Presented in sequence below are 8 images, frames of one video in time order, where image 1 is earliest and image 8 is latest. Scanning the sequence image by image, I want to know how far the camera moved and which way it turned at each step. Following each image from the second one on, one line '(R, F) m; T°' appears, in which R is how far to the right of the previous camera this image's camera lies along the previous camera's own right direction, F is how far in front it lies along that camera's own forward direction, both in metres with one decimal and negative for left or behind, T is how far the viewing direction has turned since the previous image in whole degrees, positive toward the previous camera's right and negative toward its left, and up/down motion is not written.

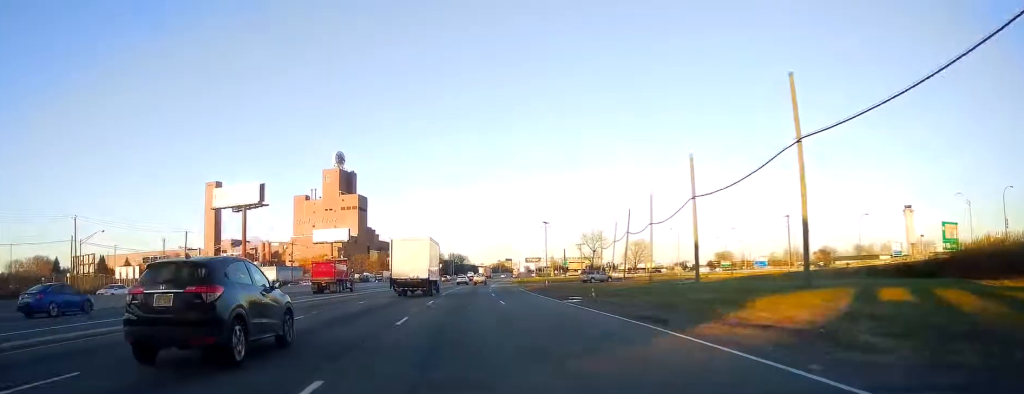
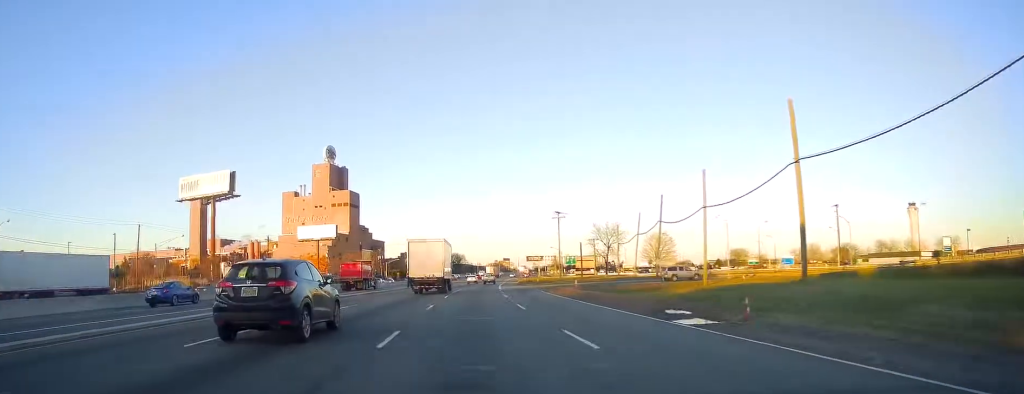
(+0.3, +18.2) m; +1°
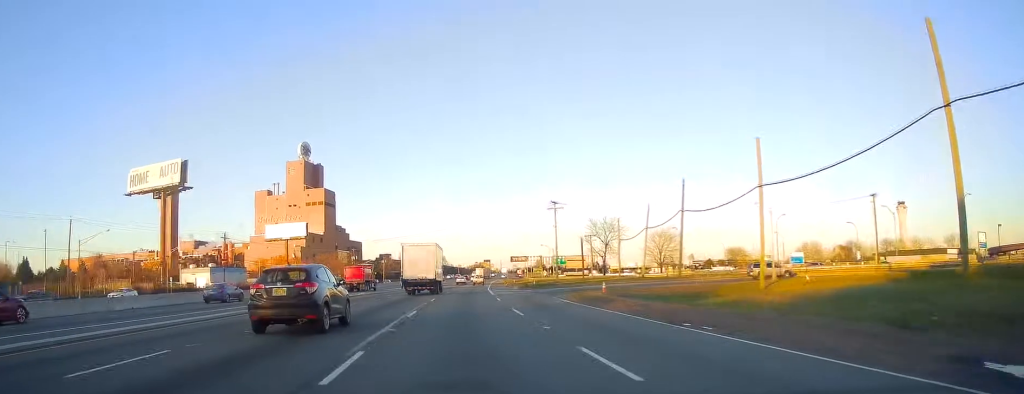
(-0.1, +15.6) m; +2°
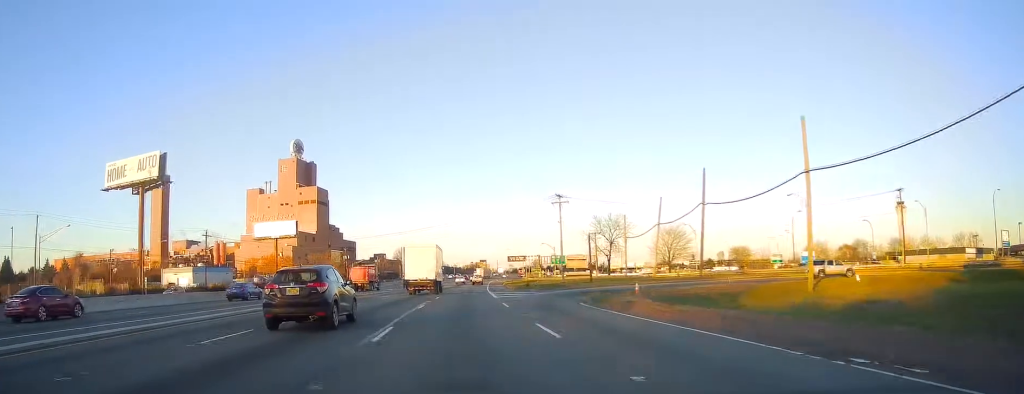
(+0.4, +7.7) m; +1°
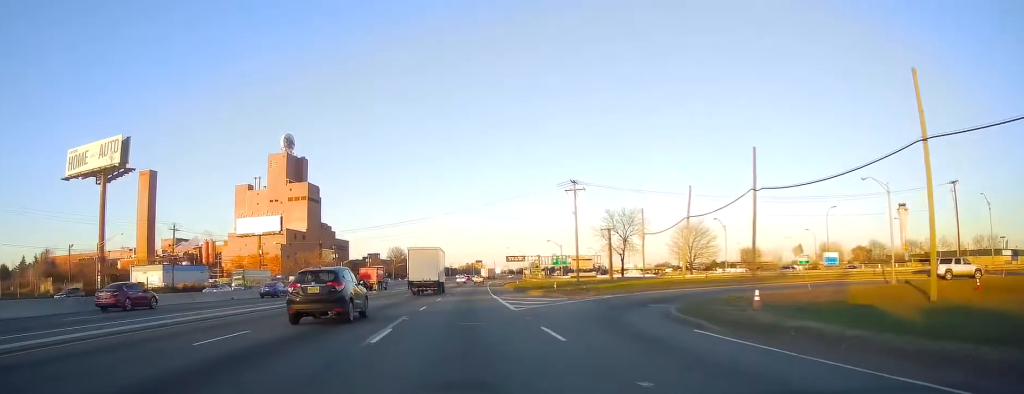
(+0.3, +12.3) m; +1°
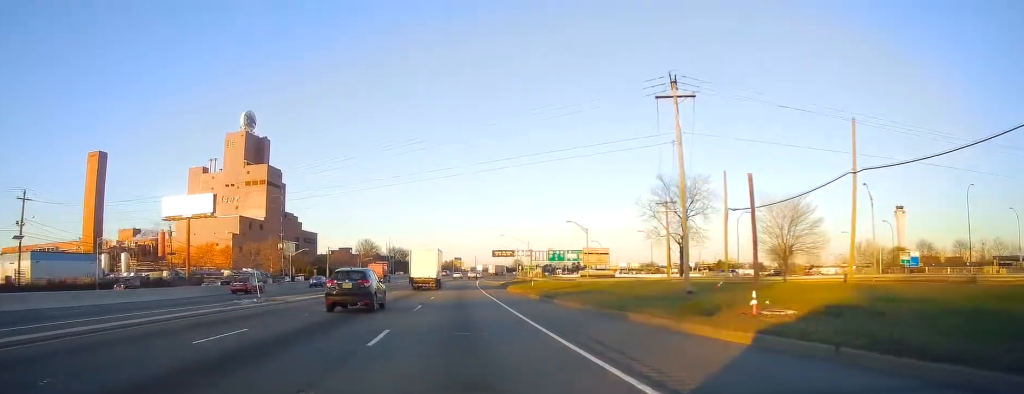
(-0.1, +35.5) m; 0°
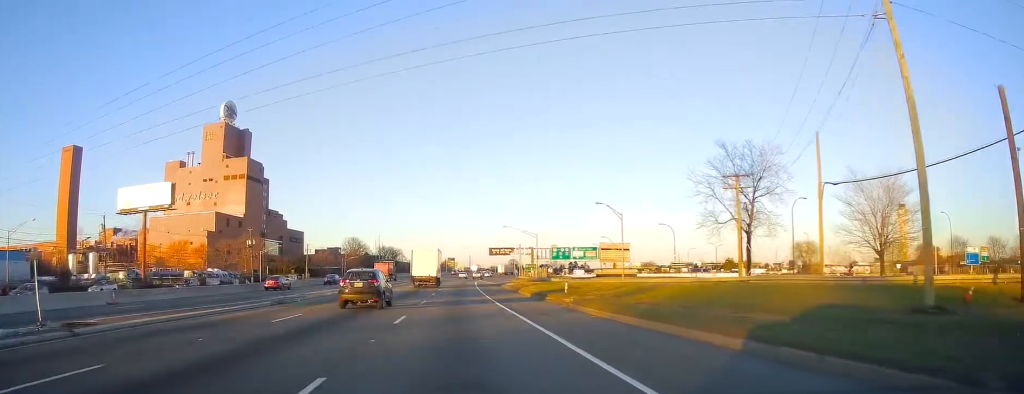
(0.0, +18.2) m; +1°
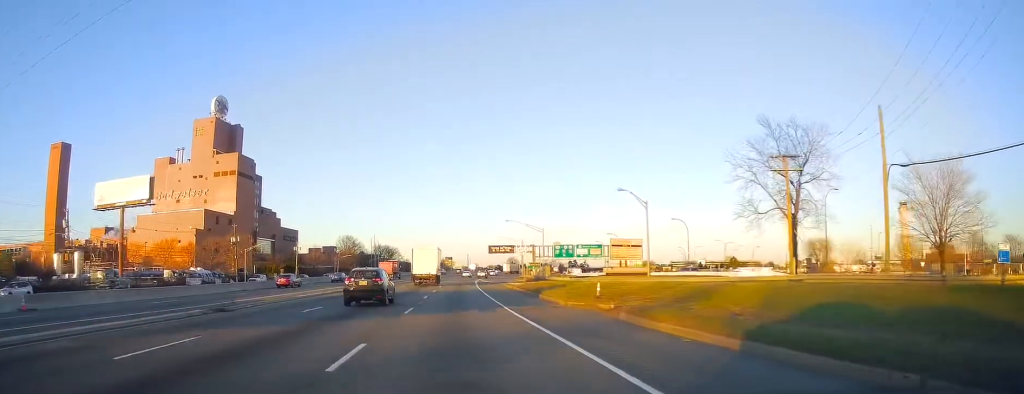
(+0.2, +8.9) m; +1°
